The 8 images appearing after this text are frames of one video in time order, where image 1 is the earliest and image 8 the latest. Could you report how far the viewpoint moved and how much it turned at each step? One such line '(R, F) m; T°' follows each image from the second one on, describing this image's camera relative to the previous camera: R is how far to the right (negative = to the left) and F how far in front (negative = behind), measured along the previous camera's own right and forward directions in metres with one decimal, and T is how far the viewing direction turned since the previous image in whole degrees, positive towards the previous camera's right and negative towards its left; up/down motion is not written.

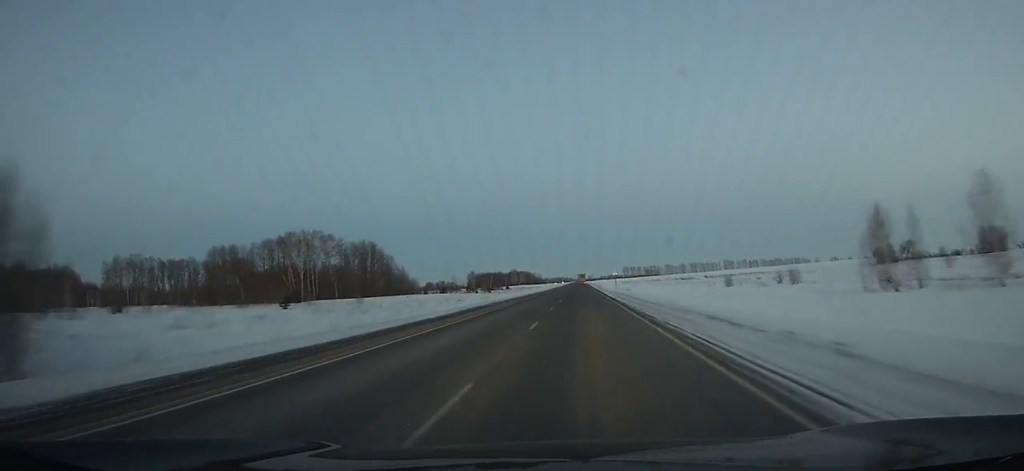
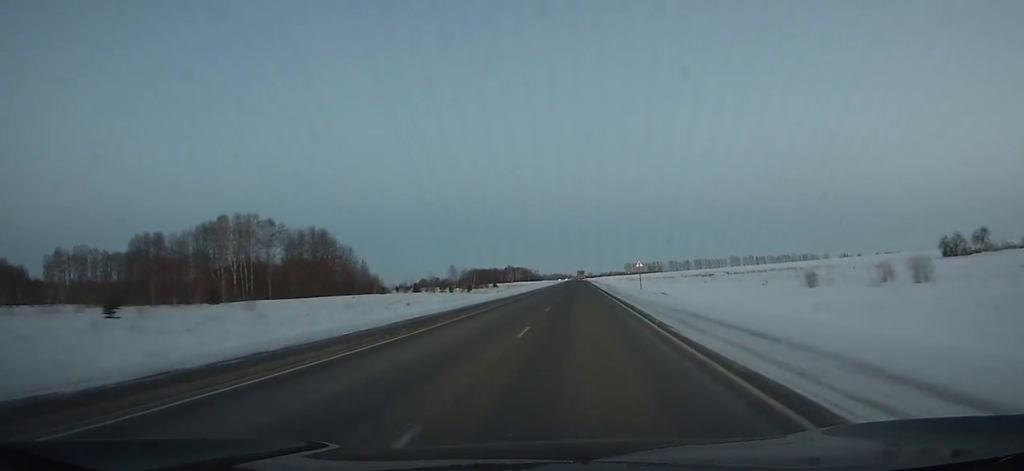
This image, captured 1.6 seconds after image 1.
(-0.1, +40.4) m; 0°
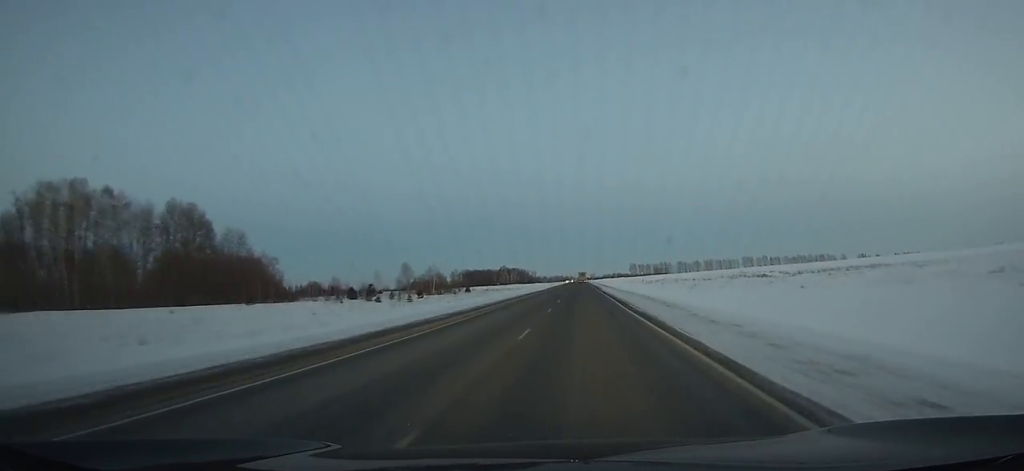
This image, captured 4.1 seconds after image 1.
(0.0, +60.6) m; 0°
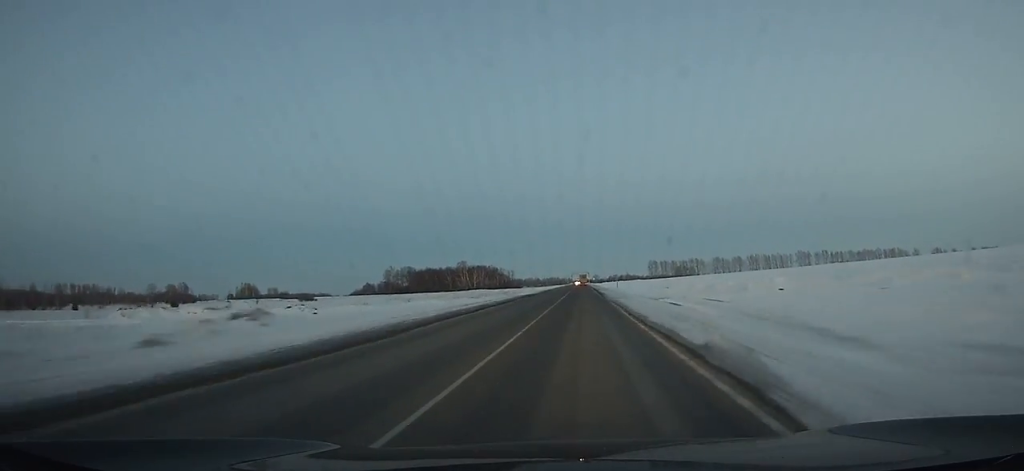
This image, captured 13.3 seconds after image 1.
(-0.7, +213.0) m; -1°
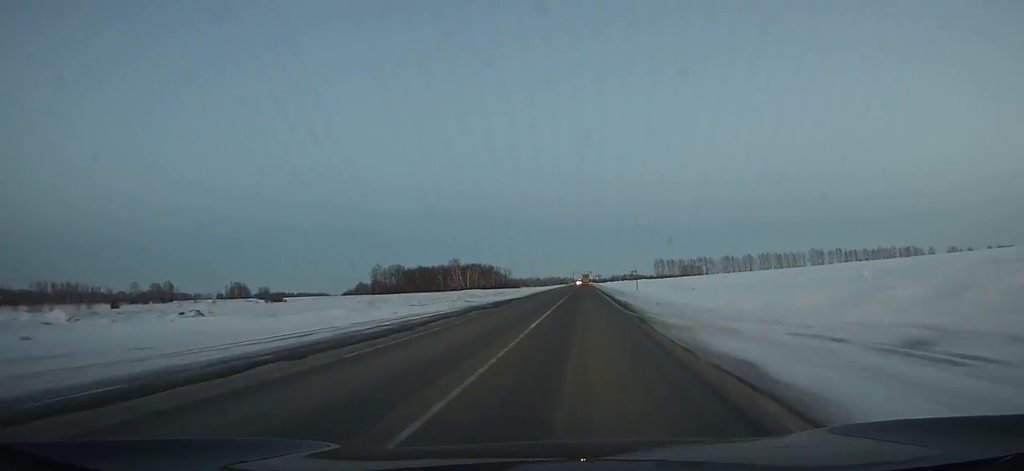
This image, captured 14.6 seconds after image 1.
(0.0, +29.4) m; 0°
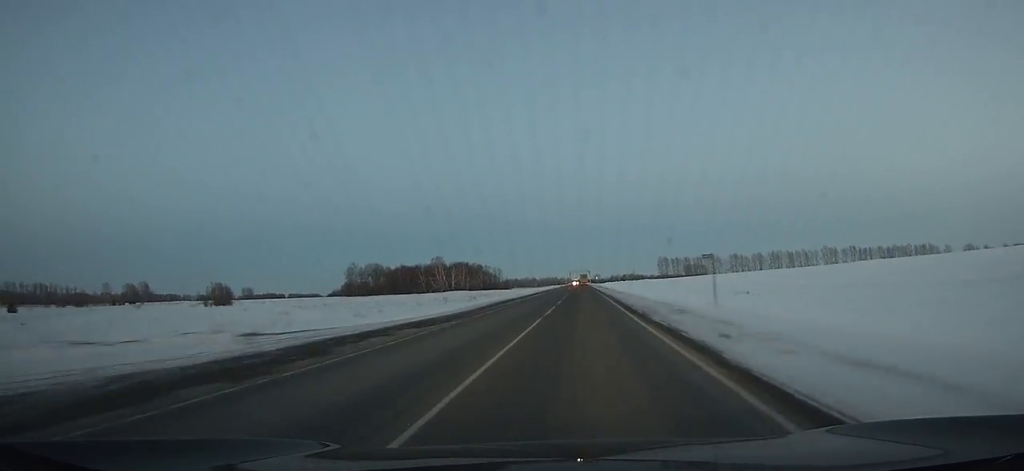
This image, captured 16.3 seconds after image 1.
(0.0, +38.3) m; 0°
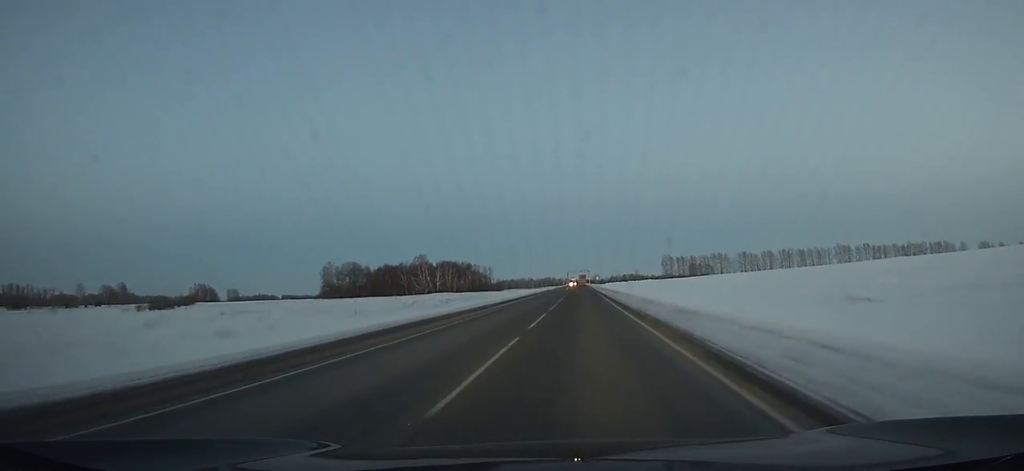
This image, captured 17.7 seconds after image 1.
(+0.1, +31.4) m; 0°
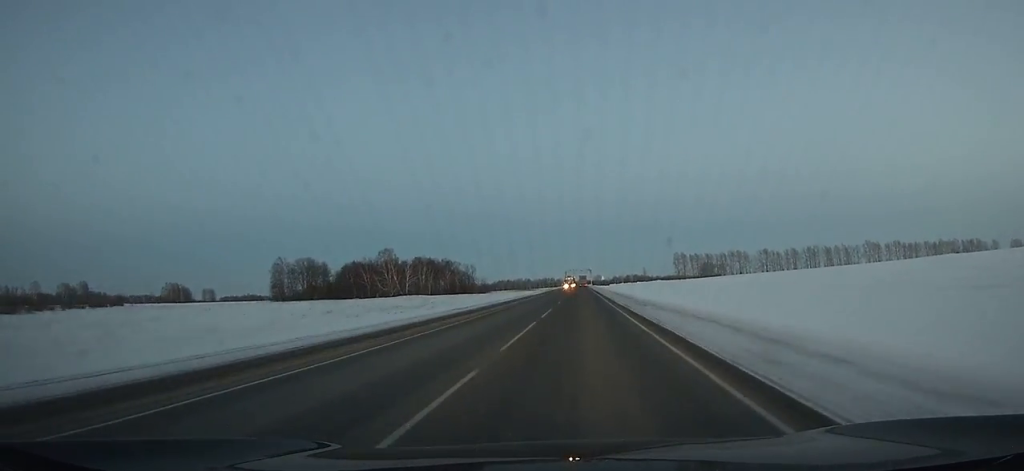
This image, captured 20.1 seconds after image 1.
(+0.1, +53.7) m; 0°
